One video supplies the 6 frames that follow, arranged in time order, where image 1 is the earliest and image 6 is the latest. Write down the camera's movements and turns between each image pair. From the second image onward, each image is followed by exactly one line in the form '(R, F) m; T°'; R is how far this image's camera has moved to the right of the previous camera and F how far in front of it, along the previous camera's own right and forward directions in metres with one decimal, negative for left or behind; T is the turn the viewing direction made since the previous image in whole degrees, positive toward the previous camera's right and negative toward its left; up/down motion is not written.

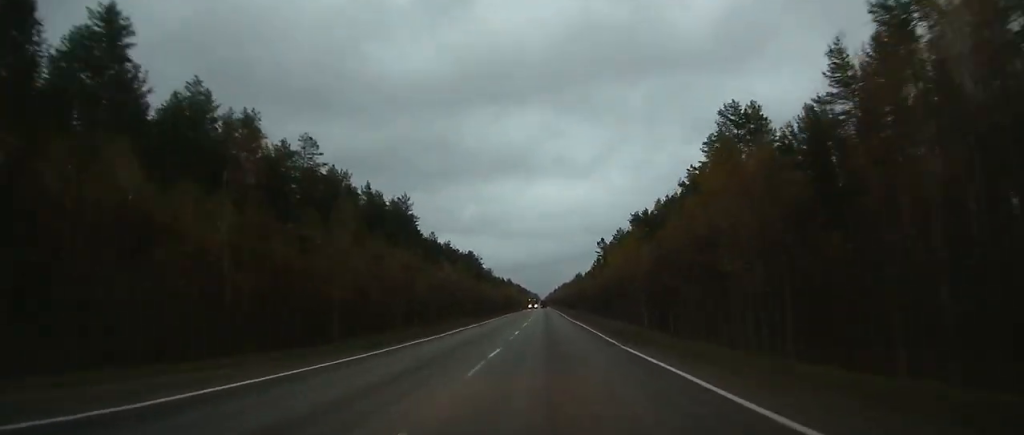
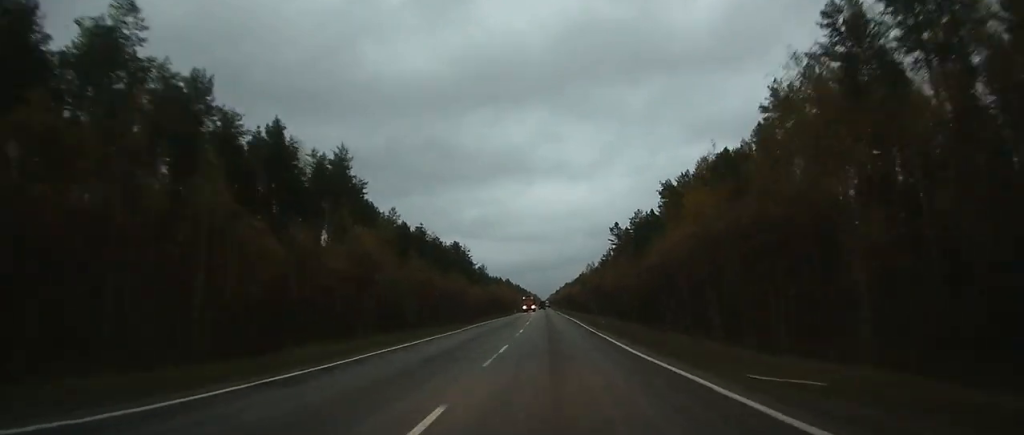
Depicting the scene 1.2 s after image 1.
(0.0, +33.2) m; 0°
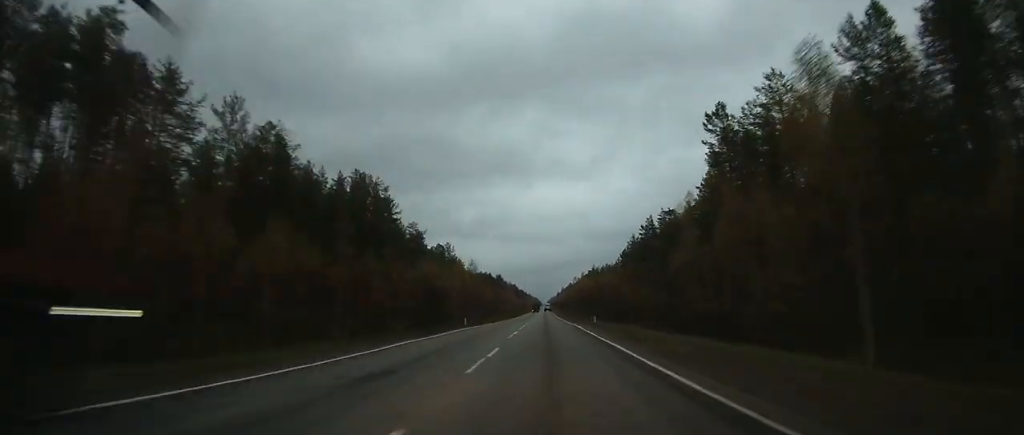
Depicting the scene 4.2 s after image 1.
(+0.4, +87.0) m; 0°
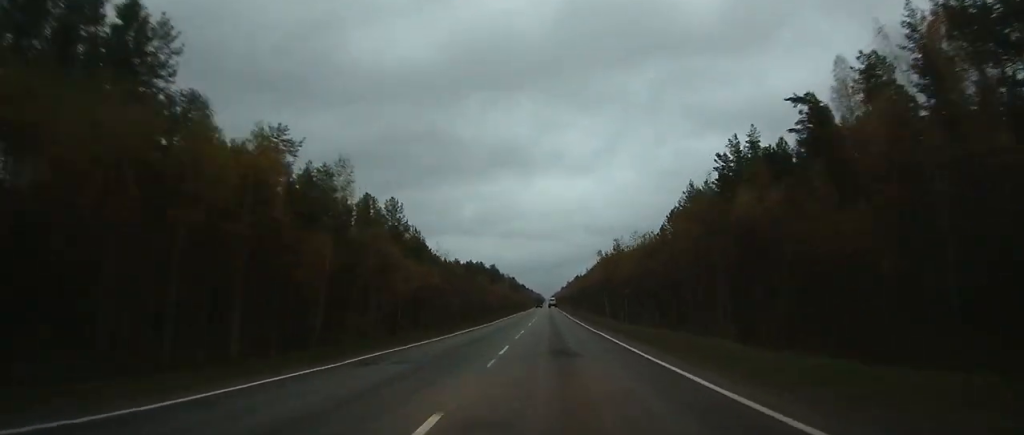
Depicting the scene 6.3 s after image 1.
(-0.4, +62.0) m; -1°
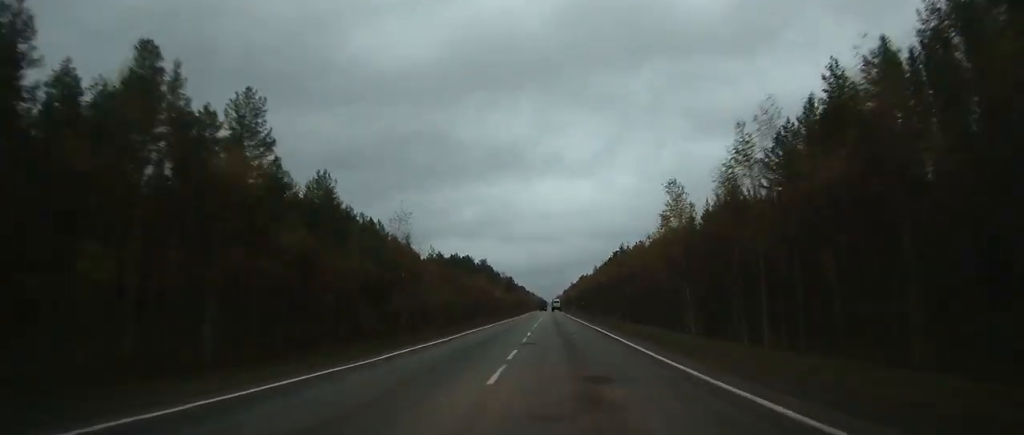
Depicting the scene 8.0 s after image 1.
(-0.2, +50.2) m; 0°
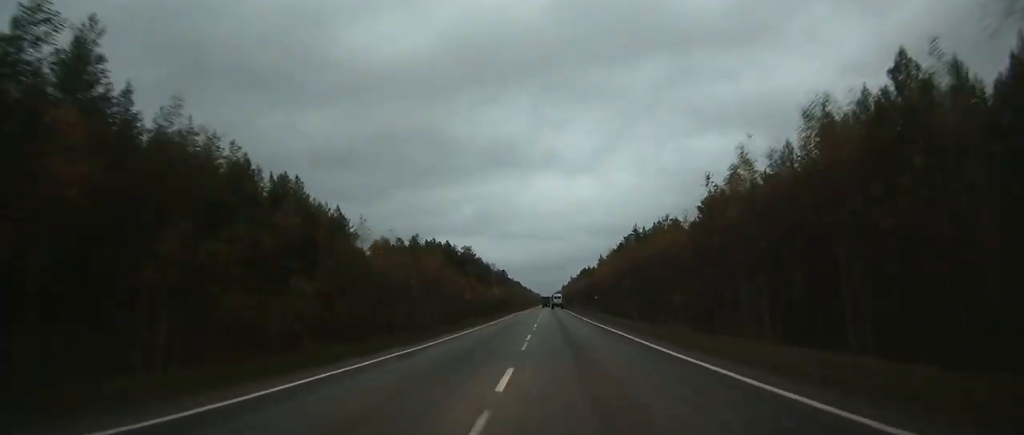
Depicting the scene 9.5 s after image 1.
(0.0, +40.7) m; 0°
